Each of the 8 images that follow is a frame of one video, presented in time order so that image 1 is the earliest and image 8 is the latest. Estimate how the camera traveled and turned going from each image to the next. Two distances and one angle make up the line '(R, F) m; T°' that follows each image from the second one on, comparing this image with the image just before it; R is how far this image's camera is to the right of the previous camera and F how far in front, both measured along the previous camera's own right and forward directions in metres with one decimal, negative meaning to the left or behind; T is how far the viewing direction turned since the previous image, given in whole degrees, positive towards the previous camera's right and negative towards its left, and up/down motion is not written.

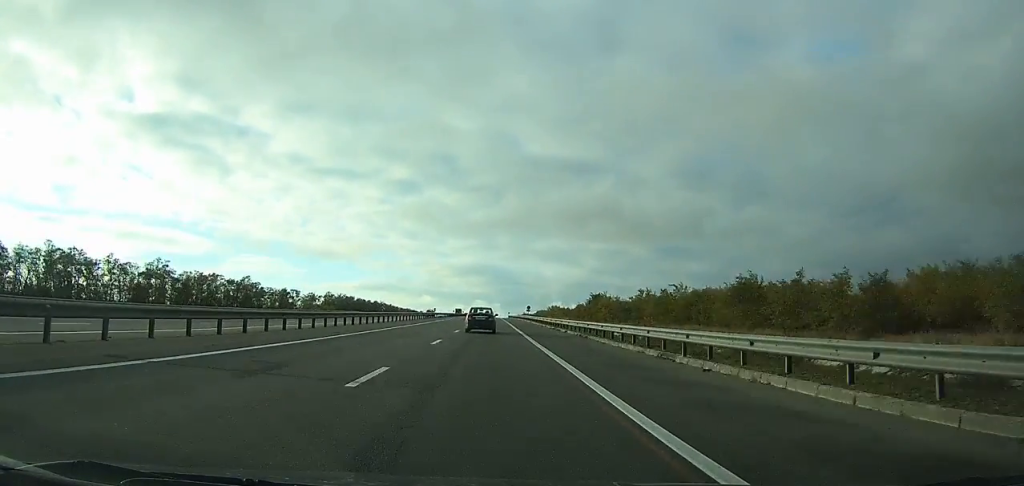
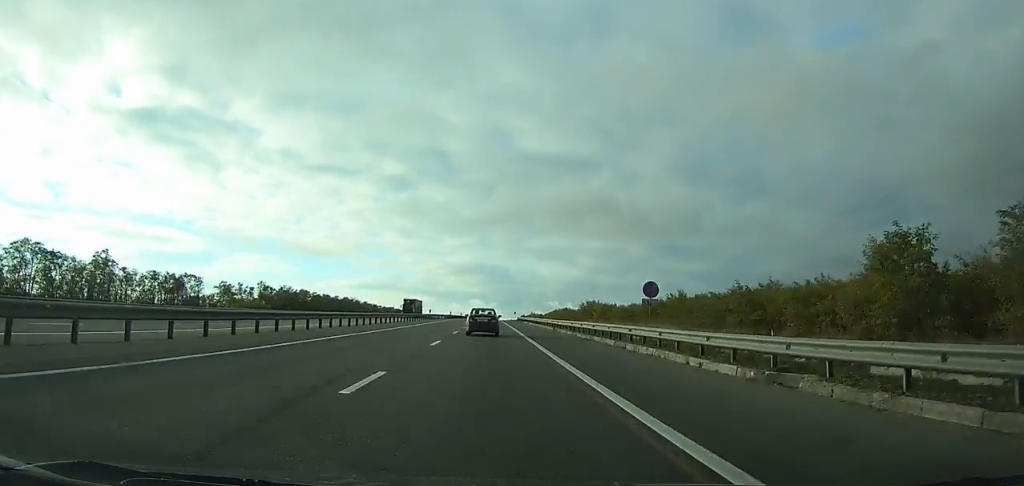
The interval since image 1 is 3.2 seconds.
(+0.1, +84.9) m; 0°
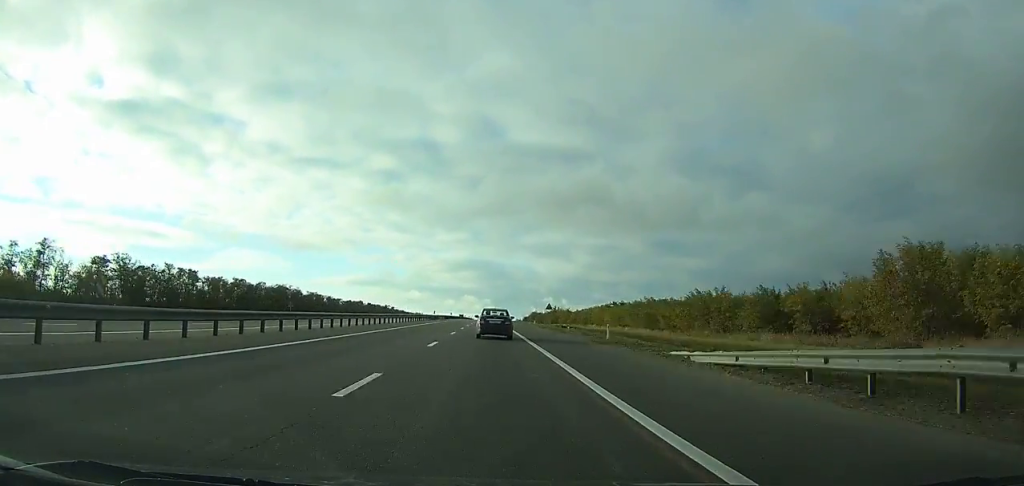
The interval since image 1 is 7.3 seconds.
(-0.1, +108.0) m; 0°
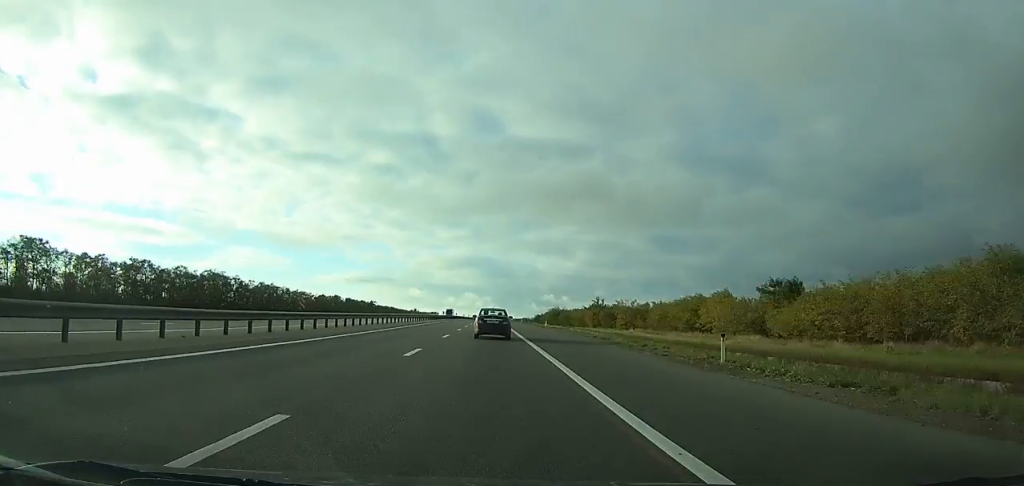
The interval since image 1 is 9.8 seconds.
(+0.1, +65.6) m; 0°
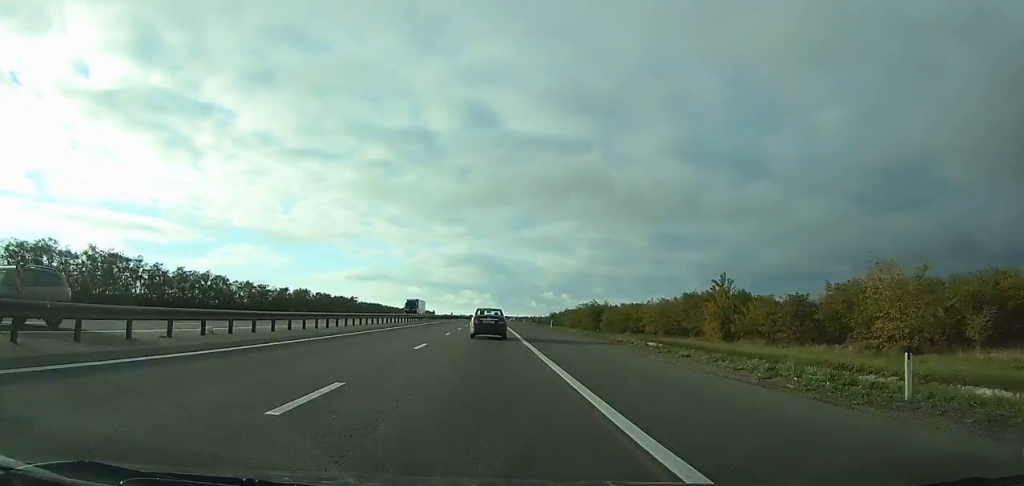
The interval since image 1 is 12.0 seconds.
(0.0, +57.7) m; 0°
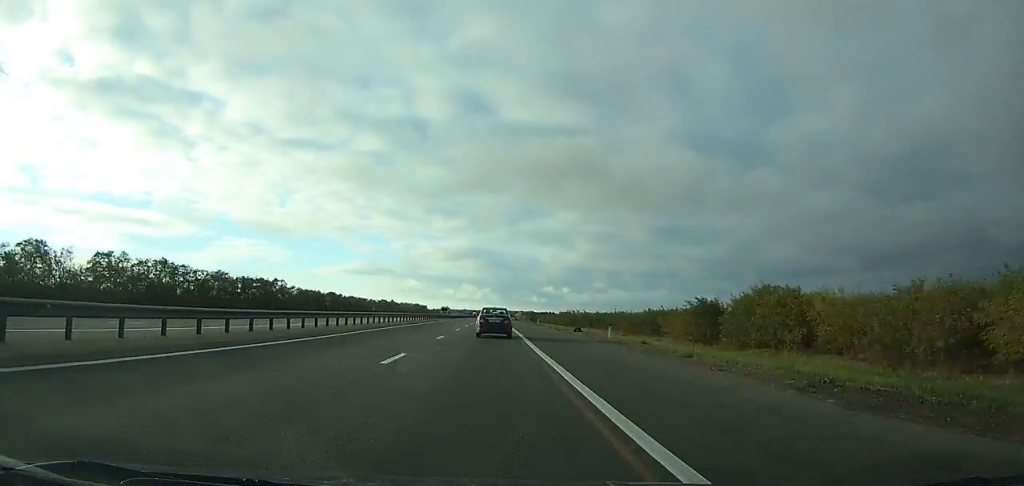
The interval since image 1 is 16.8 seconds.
(-0.1, +126.0) m; 0°
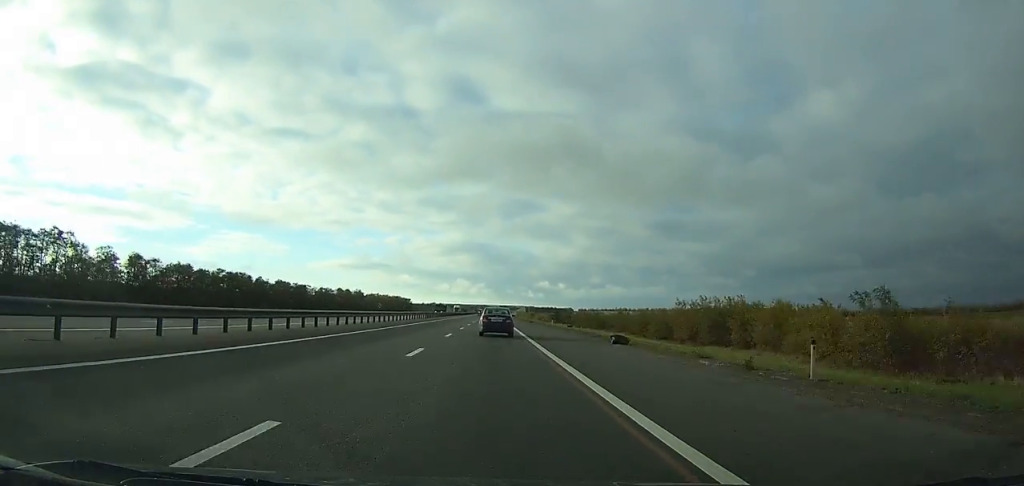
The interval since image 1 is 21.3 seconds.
(0.0, +117.8) m; 0°
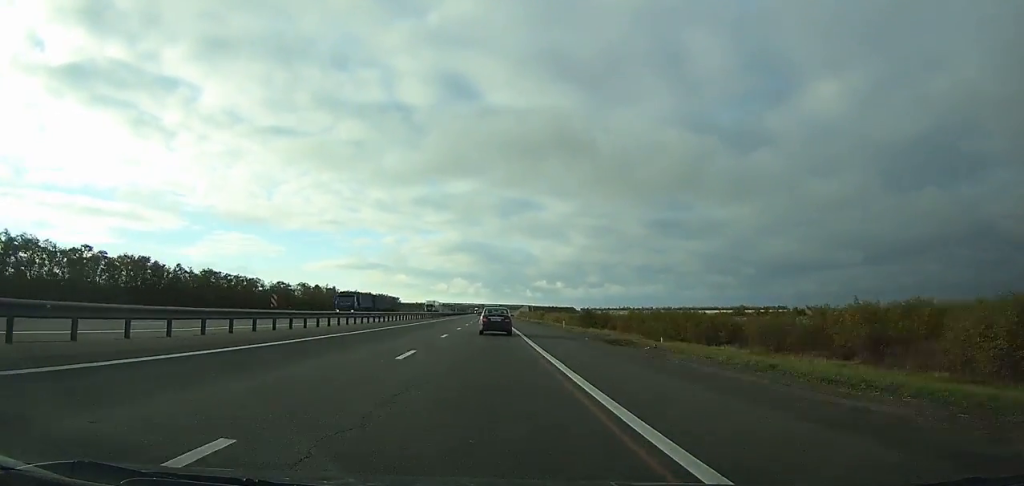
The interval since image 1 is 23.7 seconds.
(+0.1, +62.5) m; 0°
